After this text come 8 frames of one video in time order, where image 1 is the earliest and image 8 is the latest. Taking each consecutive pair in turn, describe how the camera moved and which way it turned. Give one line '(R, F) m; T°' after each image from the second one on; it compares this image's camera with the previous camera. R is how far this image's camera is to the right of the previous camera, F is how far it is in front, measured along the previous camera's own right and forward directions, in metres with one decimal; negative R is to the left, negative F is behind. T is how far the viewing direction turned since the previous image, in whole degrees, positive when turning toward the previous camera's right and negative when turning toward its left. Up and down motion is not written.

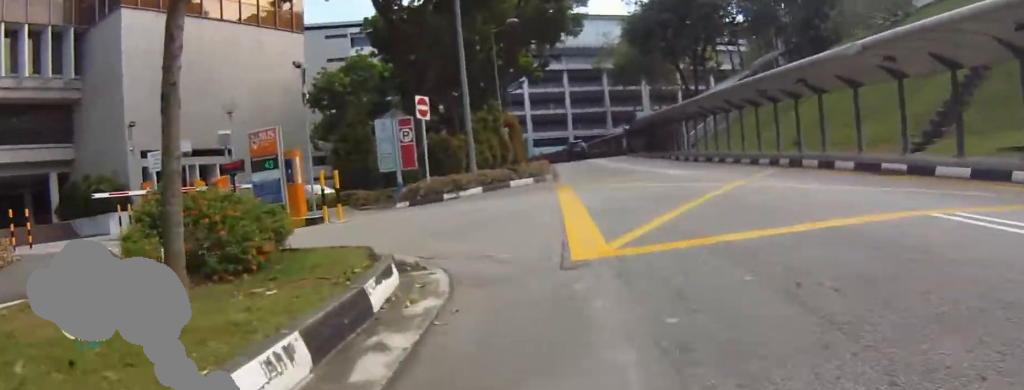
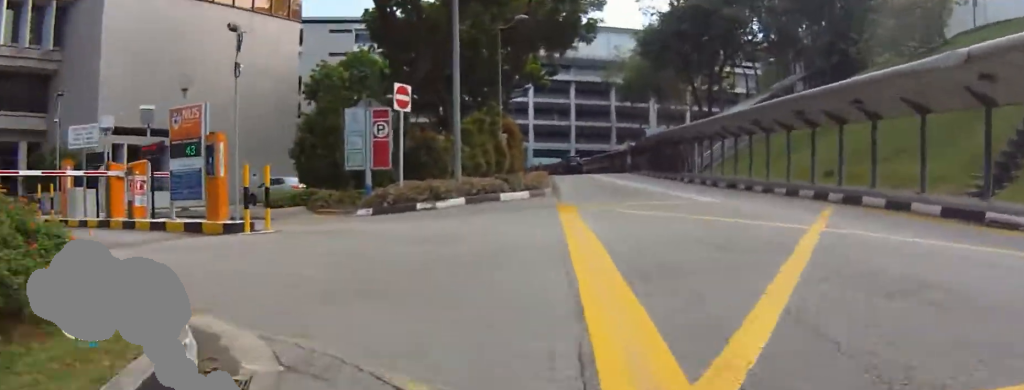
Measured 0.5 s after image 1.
(0.0, +3.1) m; 0°
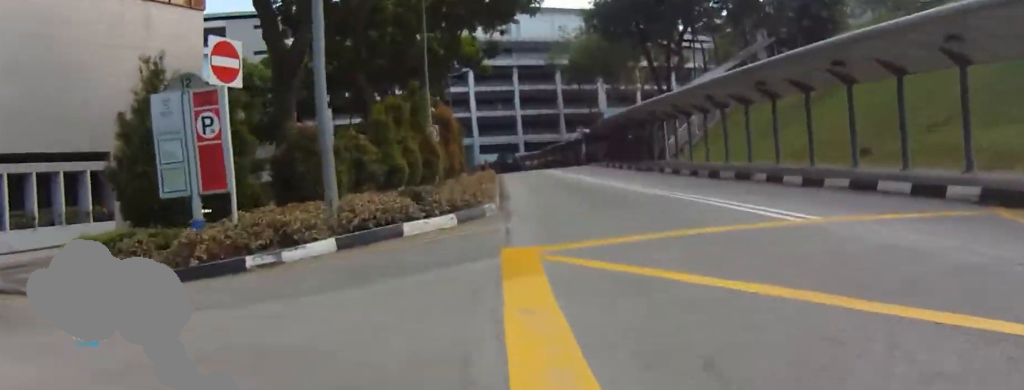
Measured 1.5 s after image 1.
(0.0, +5.3) m; +5°
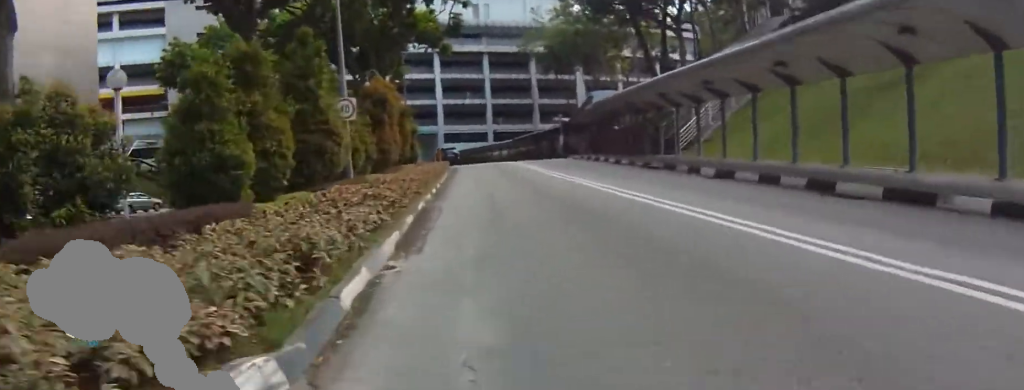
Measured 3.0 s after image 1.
(+1.7, +6.5) m; +29°
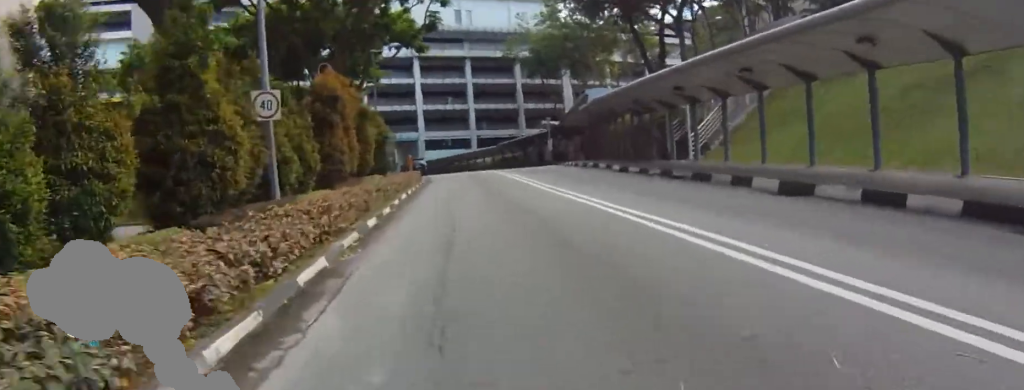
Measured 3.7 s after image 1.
(+0.4, +4.1) m; +3°
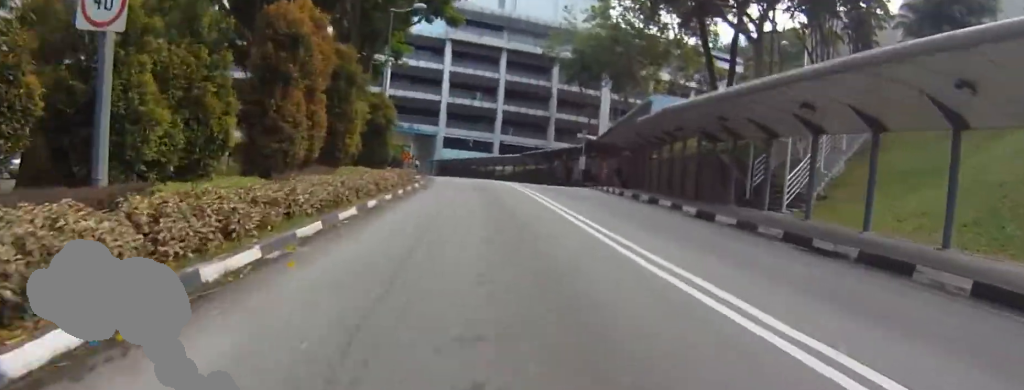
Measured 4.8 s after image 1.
(-0.5, +6.9) m; -6°
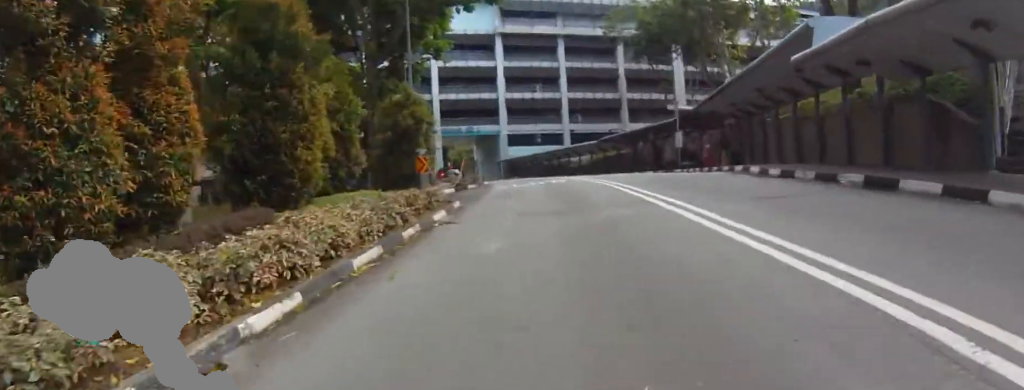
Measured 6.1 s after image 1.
(-0.1, +9.8) m; +5°
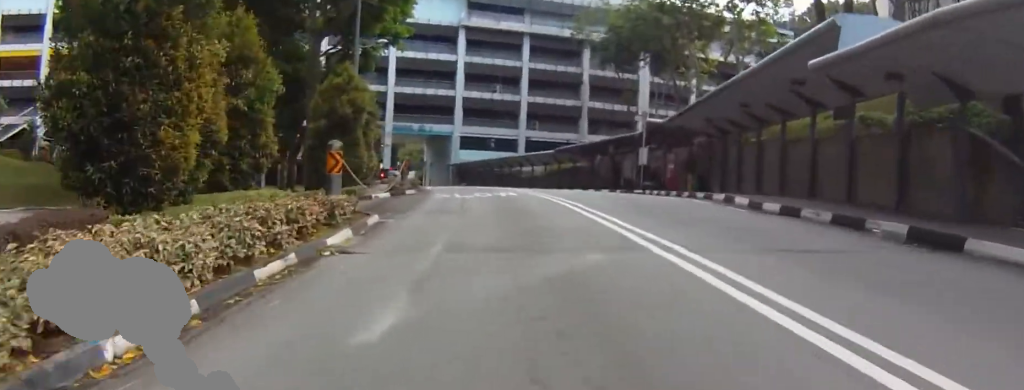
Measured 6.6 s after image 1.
(+0.1, +3.4) m; +1°
